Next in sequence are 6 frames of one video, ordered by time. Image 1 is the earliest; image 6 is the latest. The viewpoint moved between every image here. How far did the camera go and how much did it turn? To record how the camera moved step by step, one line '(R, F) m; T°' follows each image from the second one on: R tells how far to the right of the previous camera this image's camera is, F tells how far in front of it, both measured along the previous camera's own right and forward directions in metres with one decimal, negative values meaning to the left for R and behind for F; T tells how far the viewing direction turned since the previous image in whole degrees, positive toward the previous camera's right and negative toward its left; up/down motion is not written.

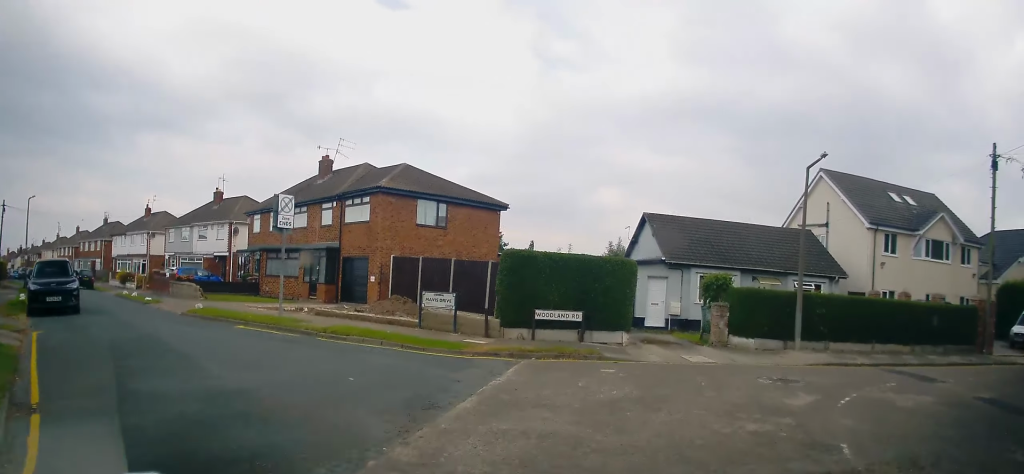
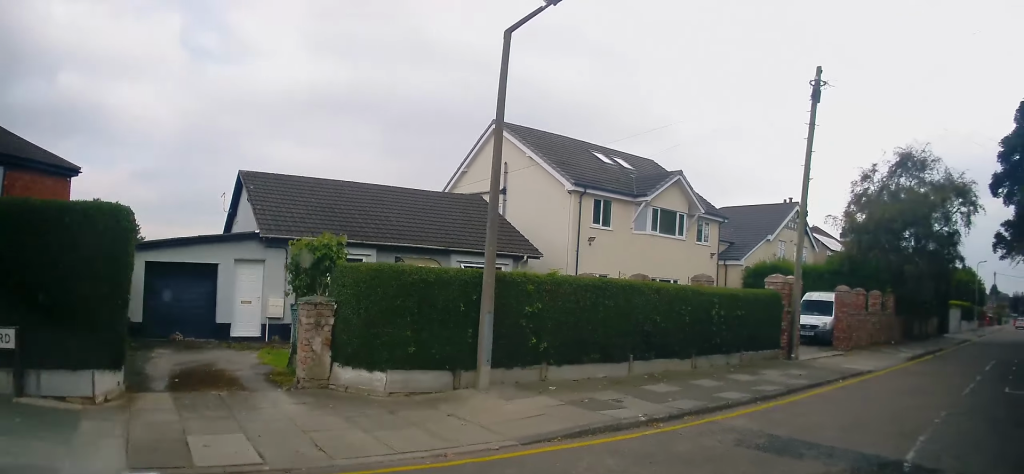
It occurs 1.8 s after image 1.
(+1.7, +9.3) m; +34°
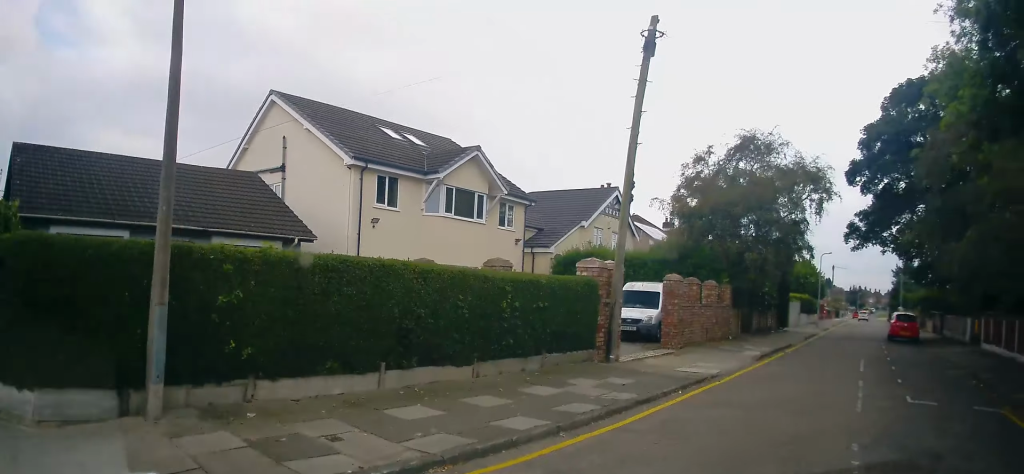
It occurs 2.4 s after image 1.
(+0.2, +2.9) m; +18°
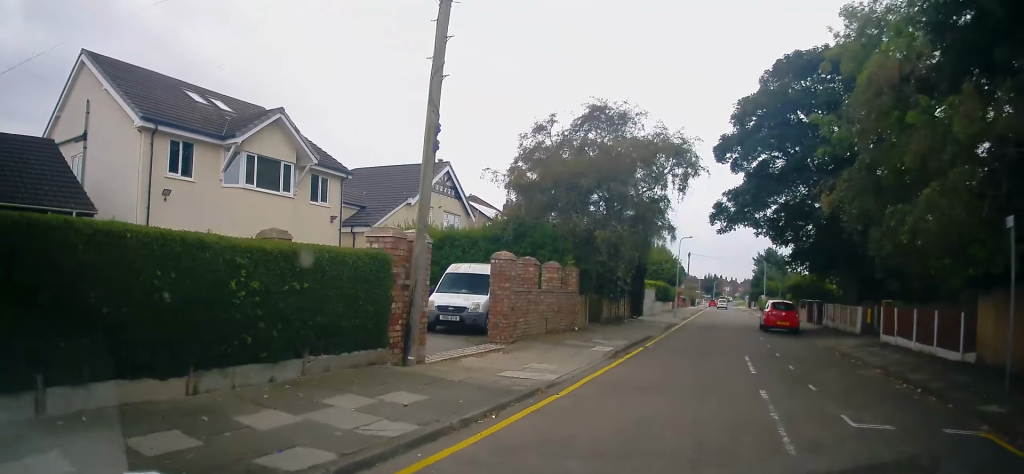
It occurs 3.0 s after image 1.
(+0.8, +3.2) m; +10°
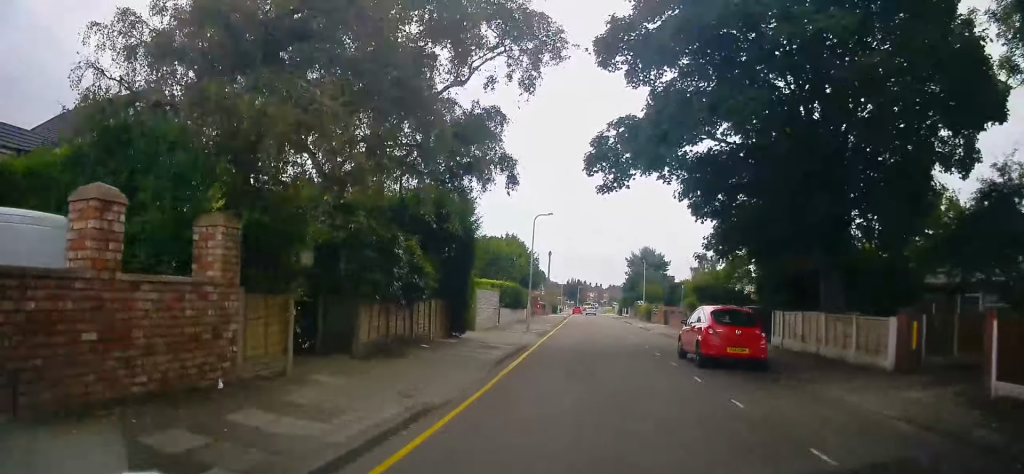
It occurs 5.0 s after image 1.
(+1.8, +12.6) m; +12°
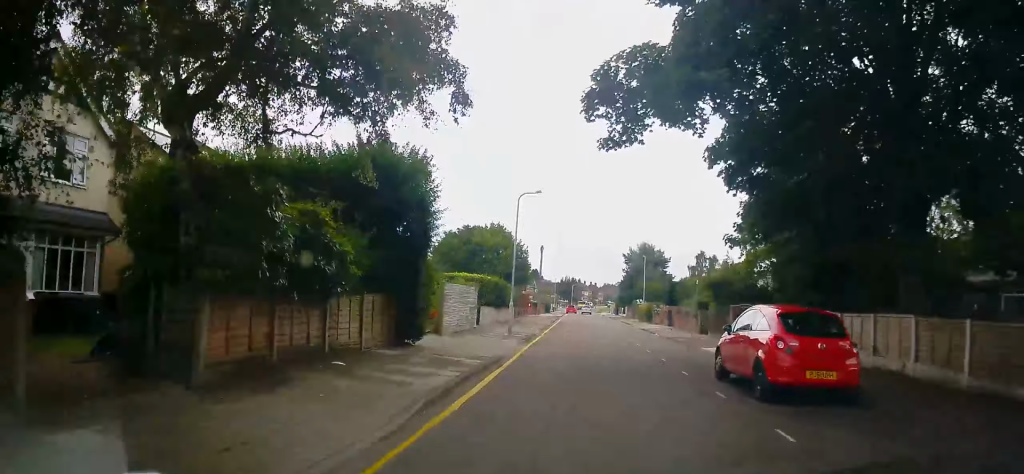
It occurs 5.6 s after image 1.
(+0.1, +4.8) m; +3°
